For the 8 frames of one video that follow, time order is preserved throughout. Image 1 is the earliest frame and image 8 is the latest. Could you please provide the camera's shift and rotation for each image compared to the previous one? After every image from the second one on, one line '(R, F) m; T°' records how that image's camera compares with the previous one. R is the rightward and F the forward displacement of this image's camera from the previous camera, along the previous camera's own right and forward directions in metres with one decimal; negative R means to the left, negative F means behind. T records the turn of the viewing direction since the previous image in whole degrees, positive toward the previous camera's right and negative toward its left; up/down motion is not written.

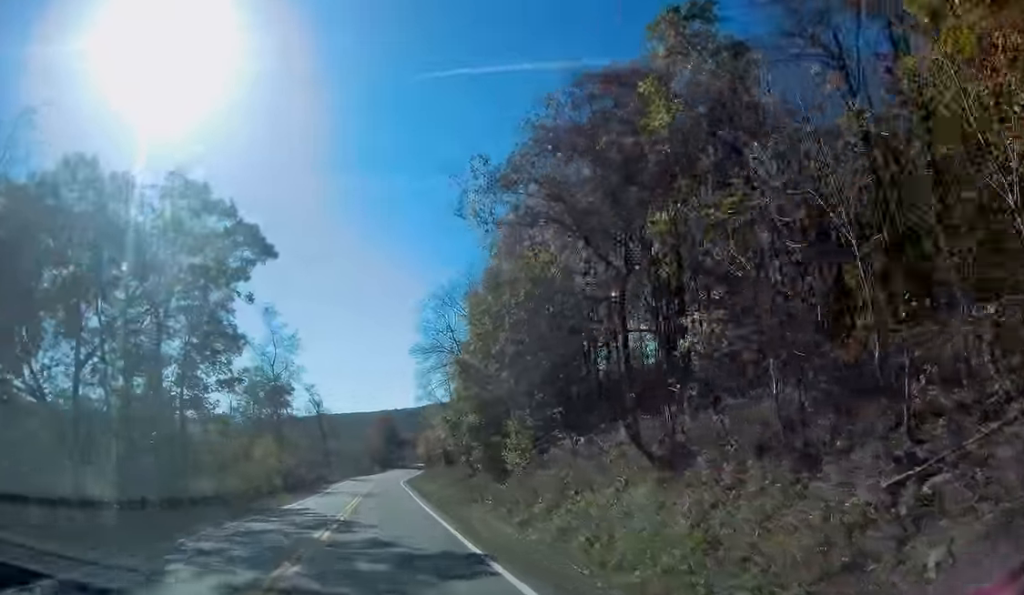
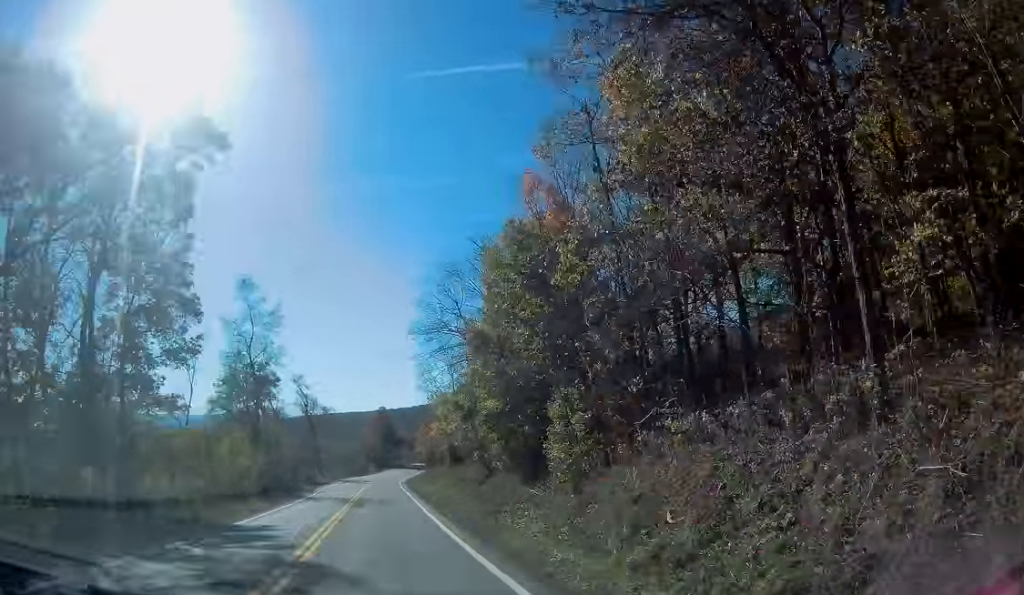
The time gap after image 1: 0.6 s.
(+0.1, +10.6) m; +1°
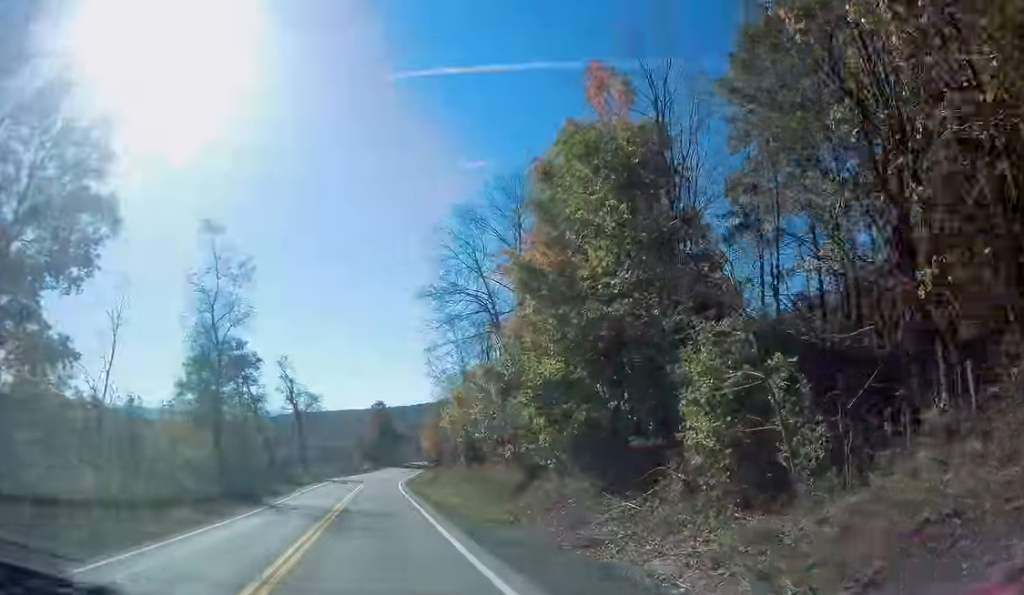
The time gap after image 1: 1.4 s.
(+0.2, +13.4) m; +1°
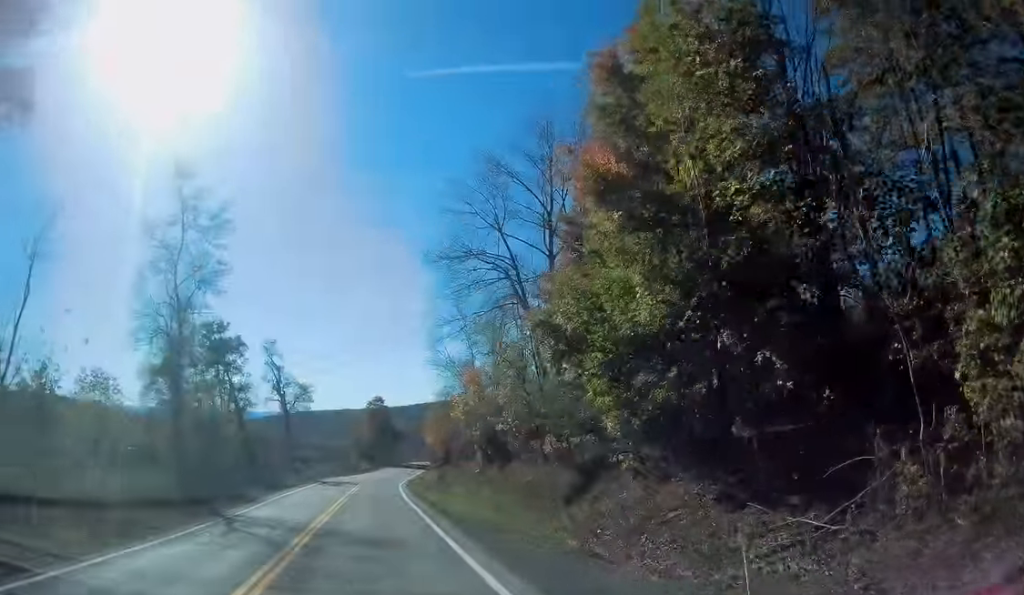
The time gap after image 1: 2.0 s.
(0.0, +9.1) m; 0°
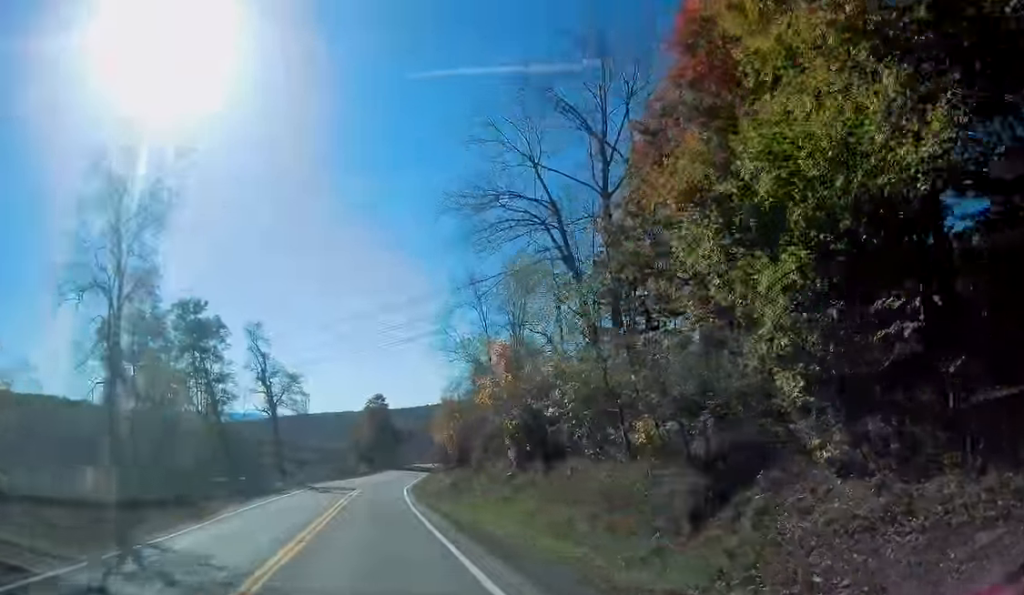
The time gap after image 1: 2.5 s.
(0.0, +9.7) m; 0°
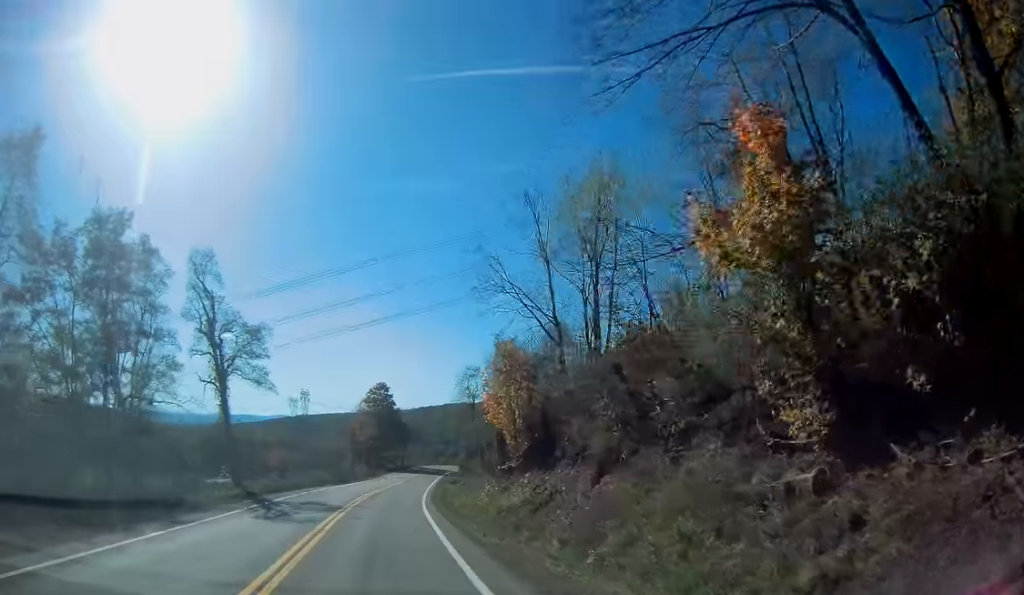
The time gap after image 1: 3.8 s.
(-0.2, +21.3) m; -1°
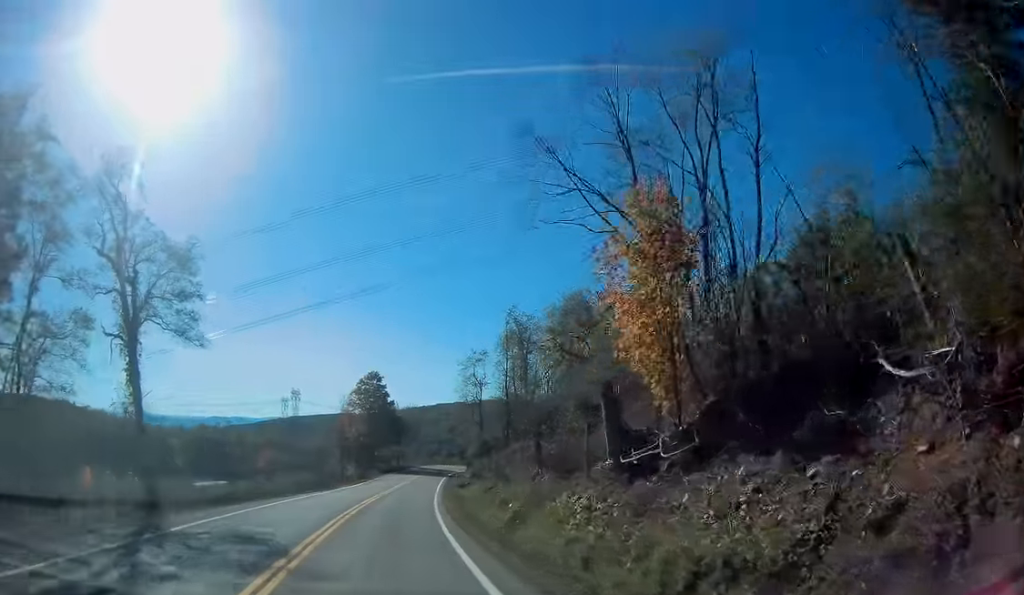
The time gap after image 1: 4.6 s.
(-0.1, +15.0) m; 0°
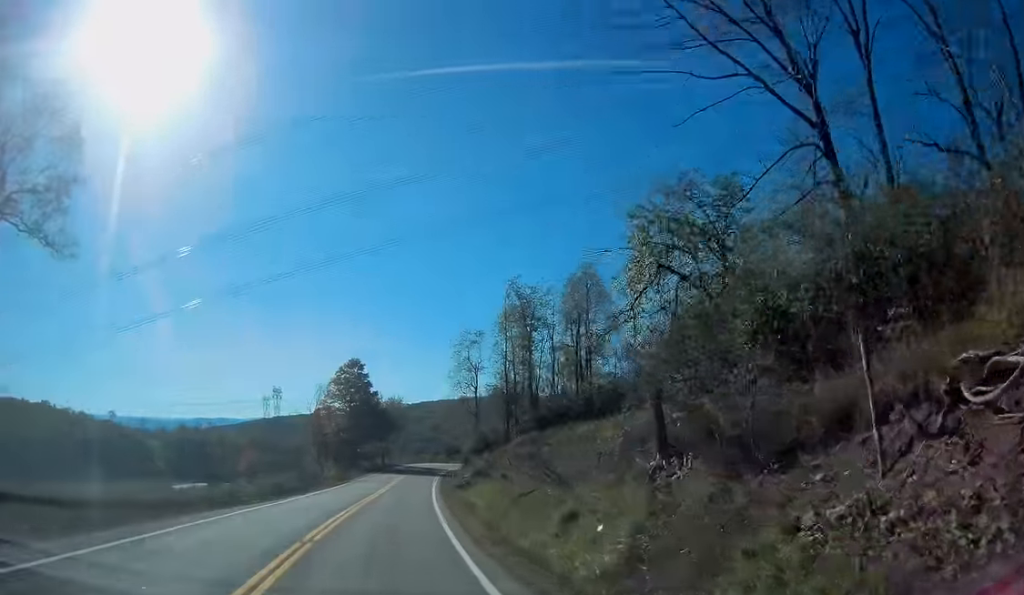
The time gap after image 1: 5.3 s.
(-0.2, +11.7) m; +2°
